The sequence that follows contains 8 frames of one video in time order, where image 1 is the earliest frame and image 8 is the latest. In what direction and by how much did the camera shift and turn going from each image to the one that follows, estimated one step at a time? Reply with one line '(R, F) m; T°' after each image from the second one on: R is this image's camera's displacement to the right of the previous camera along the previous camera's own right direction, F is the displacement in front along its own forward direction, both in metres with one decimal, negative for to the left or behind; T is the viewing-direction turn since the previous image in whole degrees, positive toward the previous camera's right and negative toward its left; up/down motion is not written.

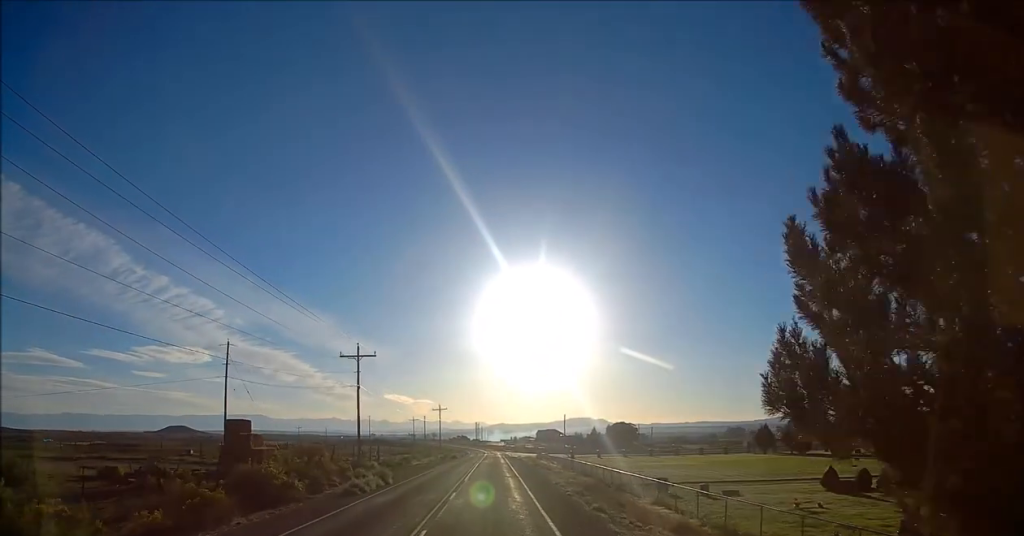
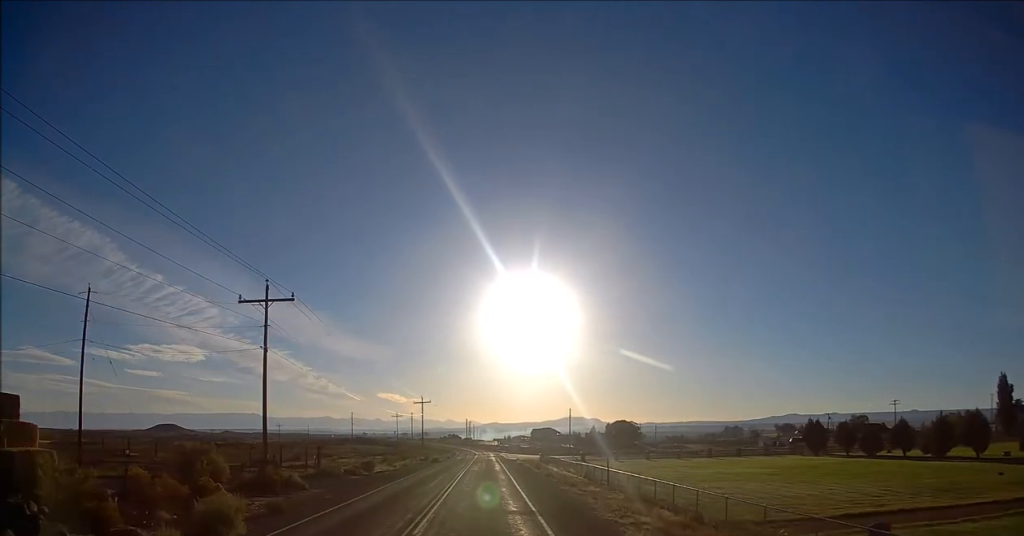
(0.0, +22.5) m; 0°
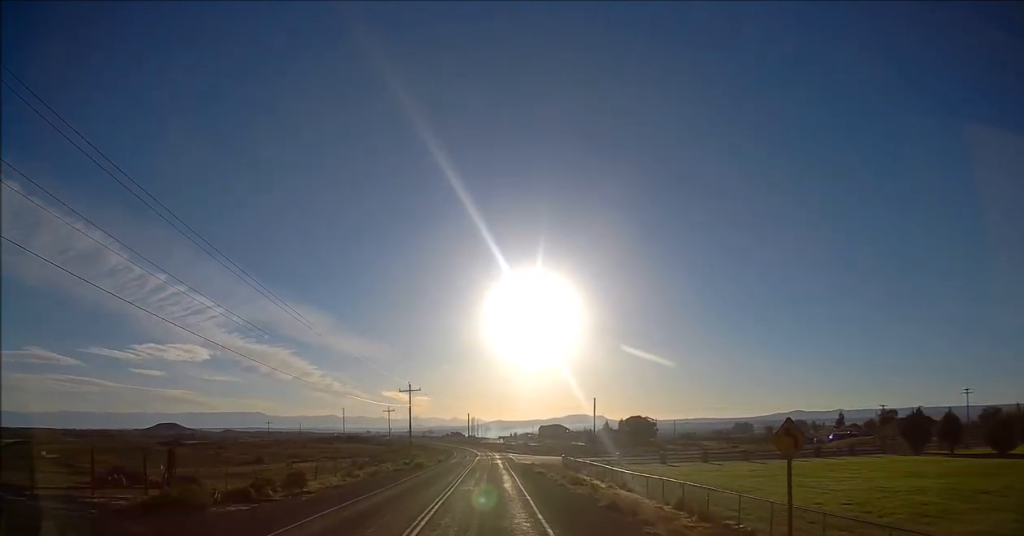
(0.0, +24.4) m; 0°
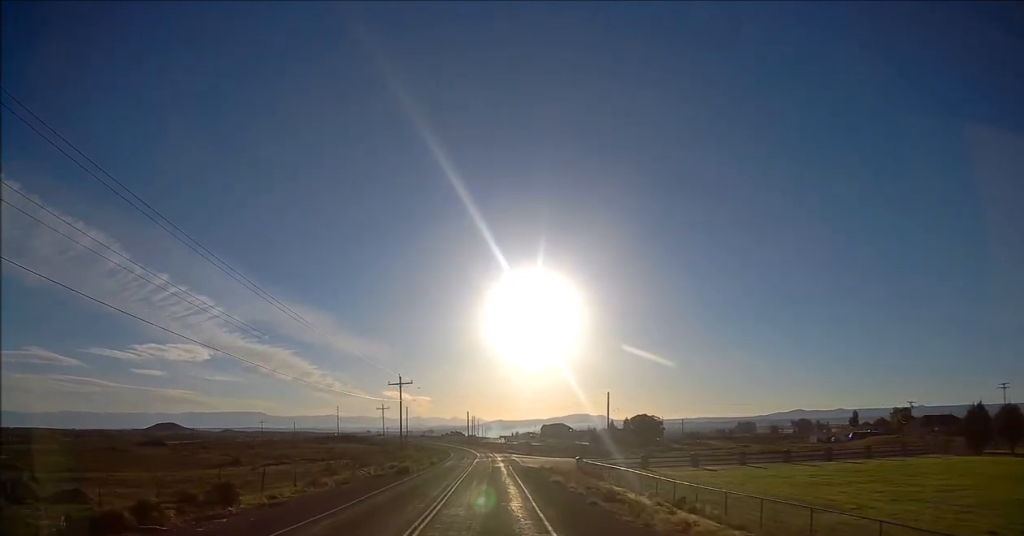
(0.0, +10.6) m; 0°
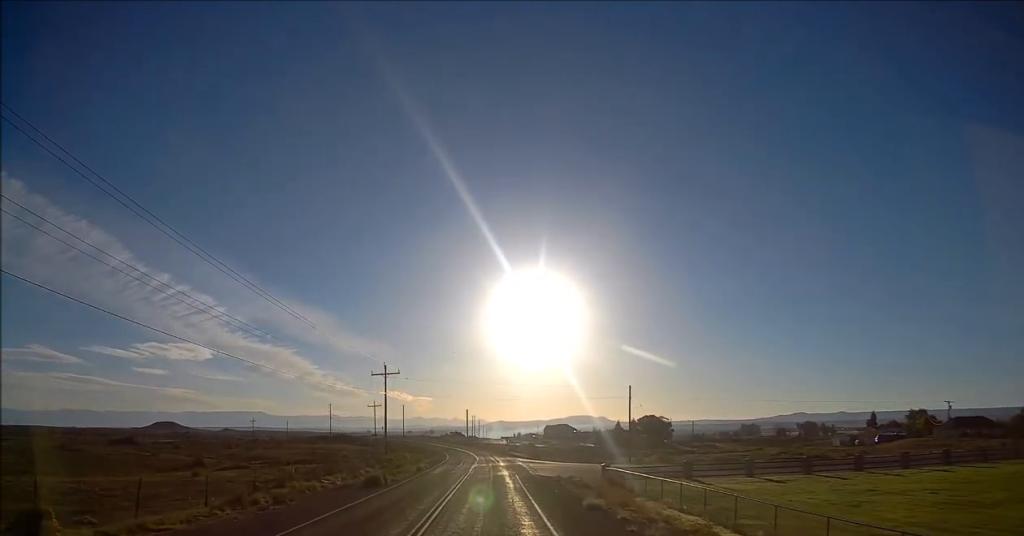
(-0.1, +12.7) m; 0°
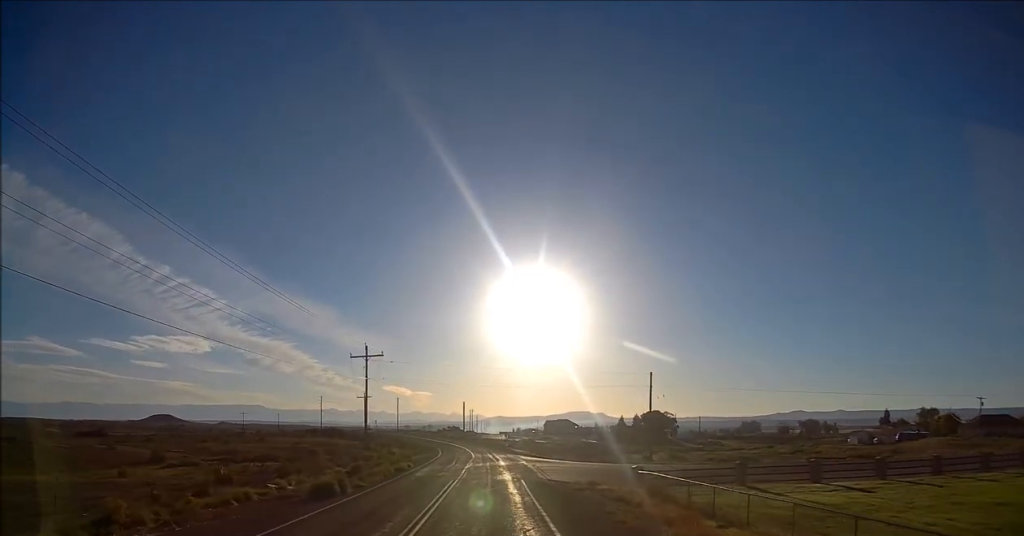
(0.0, +10.3) m; 0°
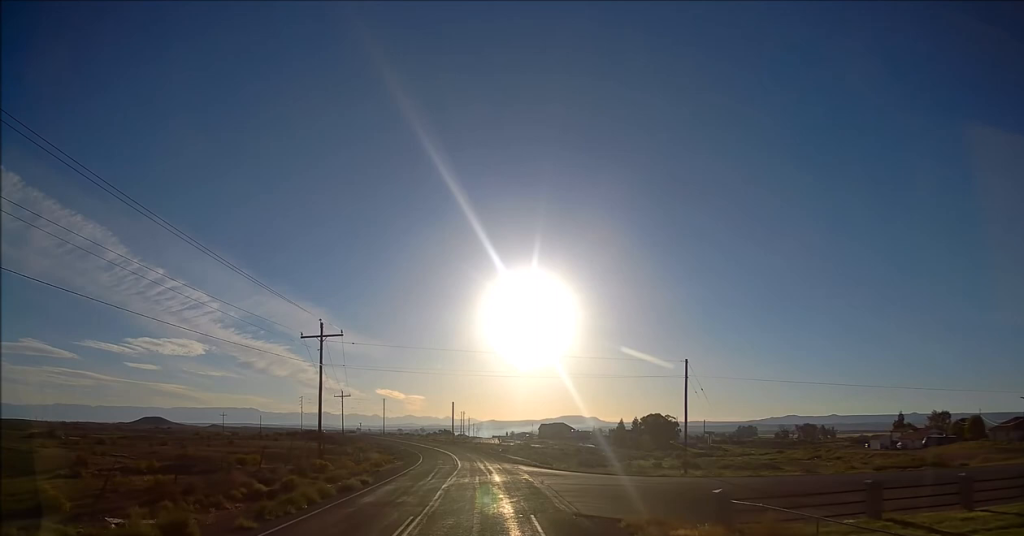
(+0.1, +14.6) m; +1°
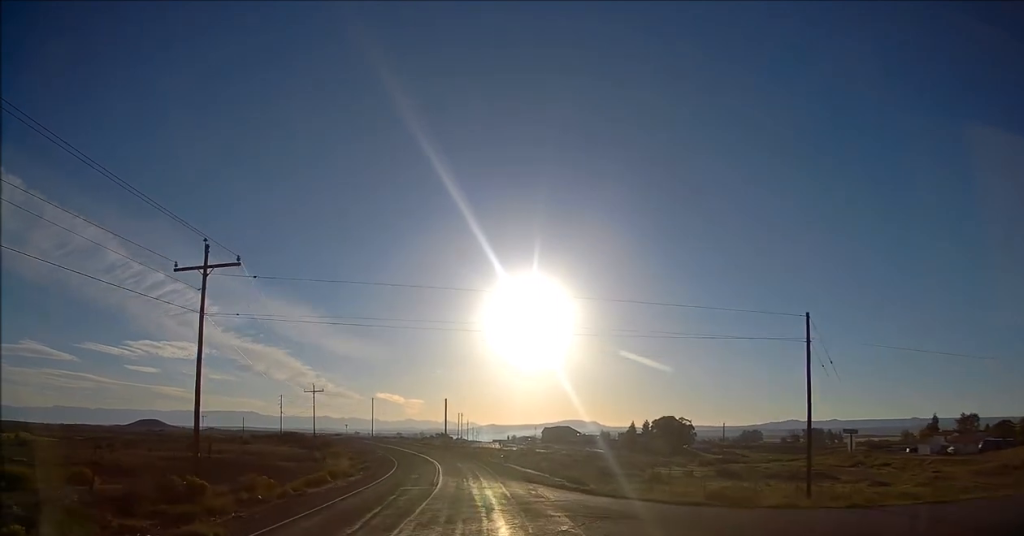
(0.0, +19.9) m; 0°
